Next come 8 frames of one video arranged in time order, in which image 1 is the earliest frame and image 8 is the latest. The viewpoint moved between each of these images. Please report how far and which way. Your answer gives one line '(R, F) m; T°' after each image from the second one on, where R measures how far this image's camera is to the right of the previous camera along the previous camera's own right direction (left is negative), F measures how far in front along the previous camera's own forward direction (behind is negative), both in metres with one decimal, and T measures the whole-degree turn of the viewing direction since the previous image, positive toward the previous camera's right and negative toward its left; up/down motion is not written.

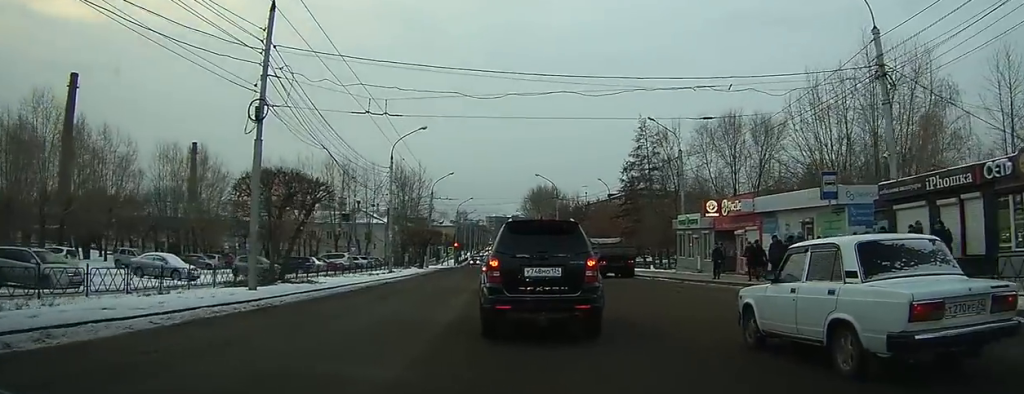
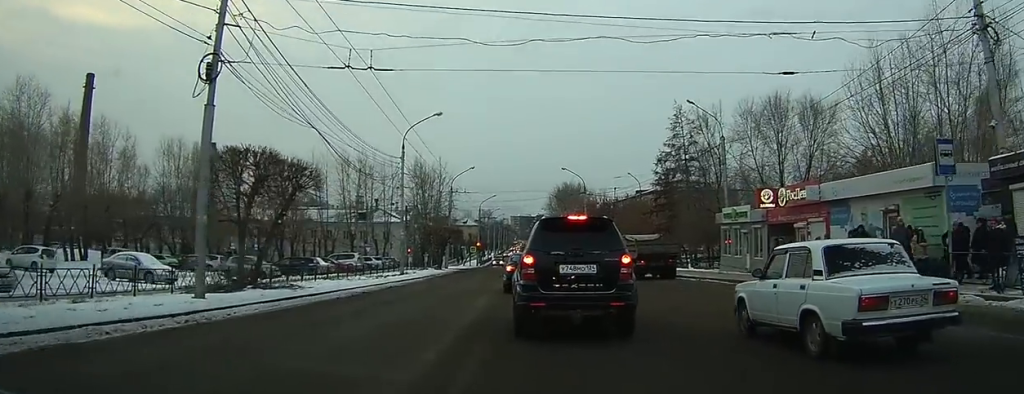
(-0.1, +4.0) m; -2°
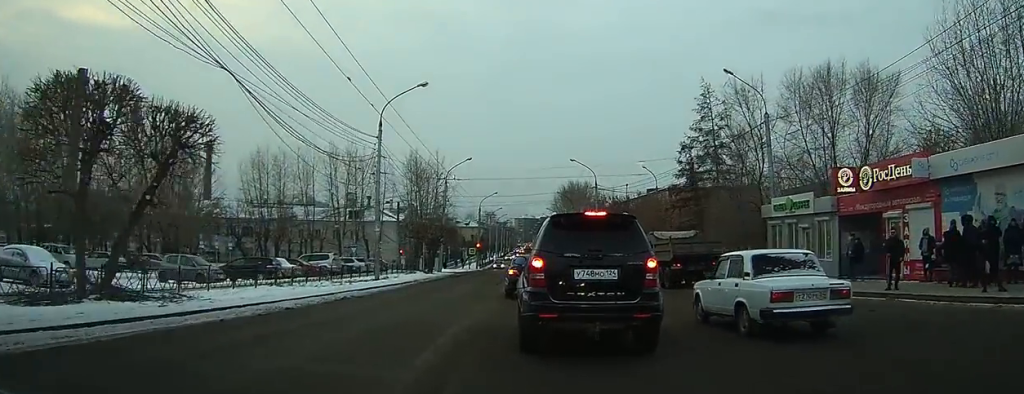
(-0.3, +6.8) m; -4°
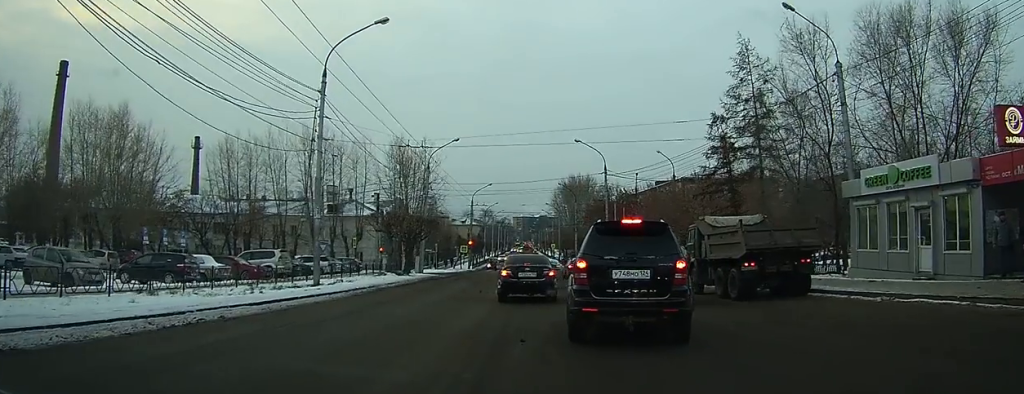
(+0.1, +10.0) m; +3°
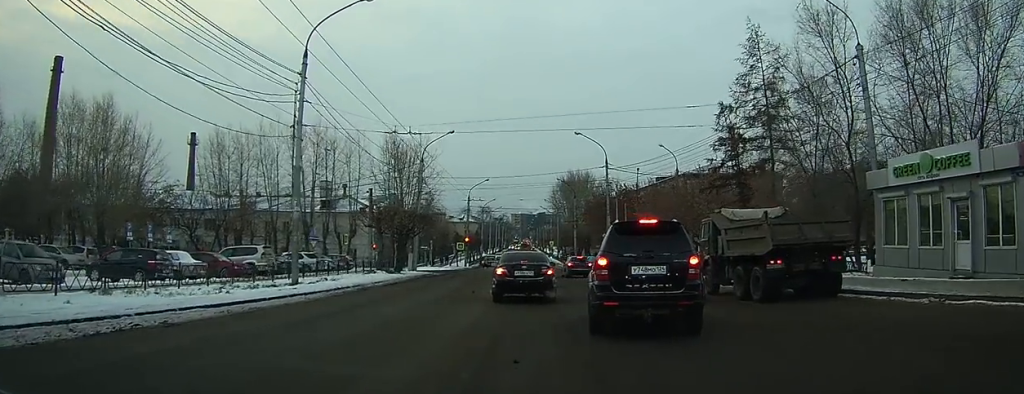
(0.0, +1.7) m; +1°
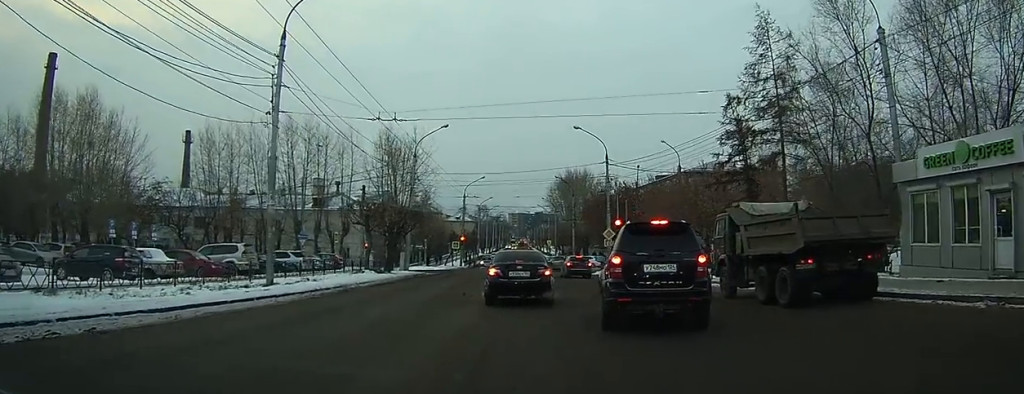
(0.0, +1.5) m; 0°
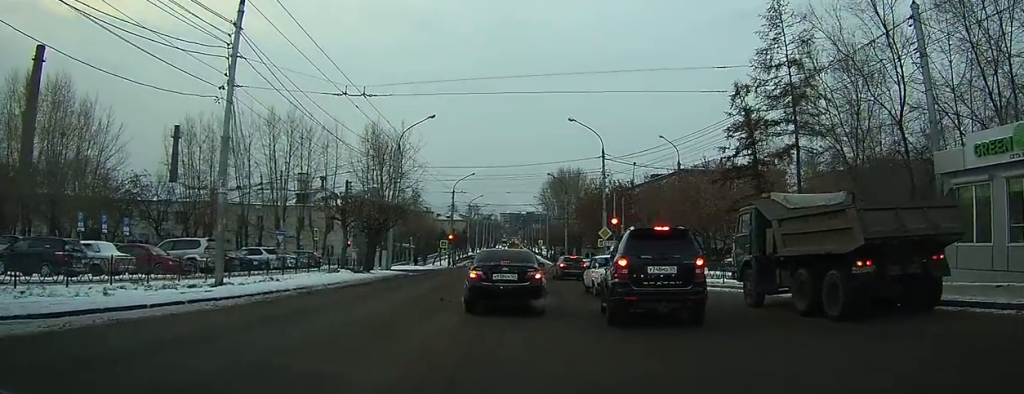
(0.0, +2.5) m; -3°
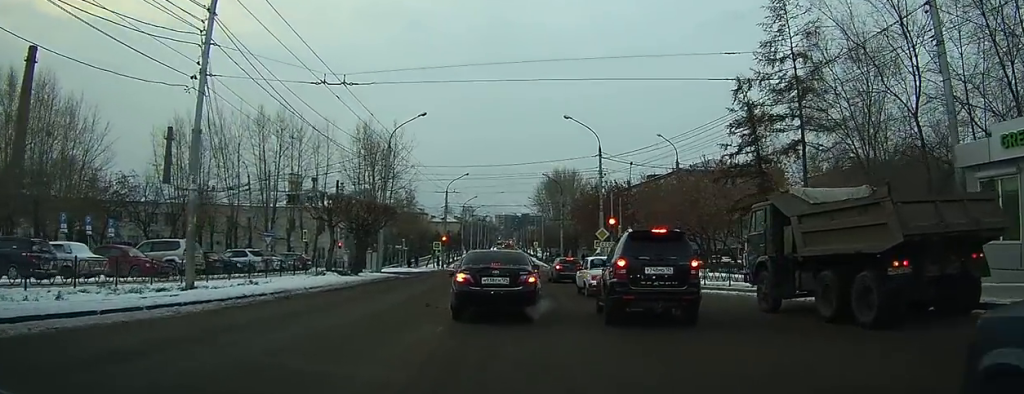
(0.0, +1.3) m; -1°
